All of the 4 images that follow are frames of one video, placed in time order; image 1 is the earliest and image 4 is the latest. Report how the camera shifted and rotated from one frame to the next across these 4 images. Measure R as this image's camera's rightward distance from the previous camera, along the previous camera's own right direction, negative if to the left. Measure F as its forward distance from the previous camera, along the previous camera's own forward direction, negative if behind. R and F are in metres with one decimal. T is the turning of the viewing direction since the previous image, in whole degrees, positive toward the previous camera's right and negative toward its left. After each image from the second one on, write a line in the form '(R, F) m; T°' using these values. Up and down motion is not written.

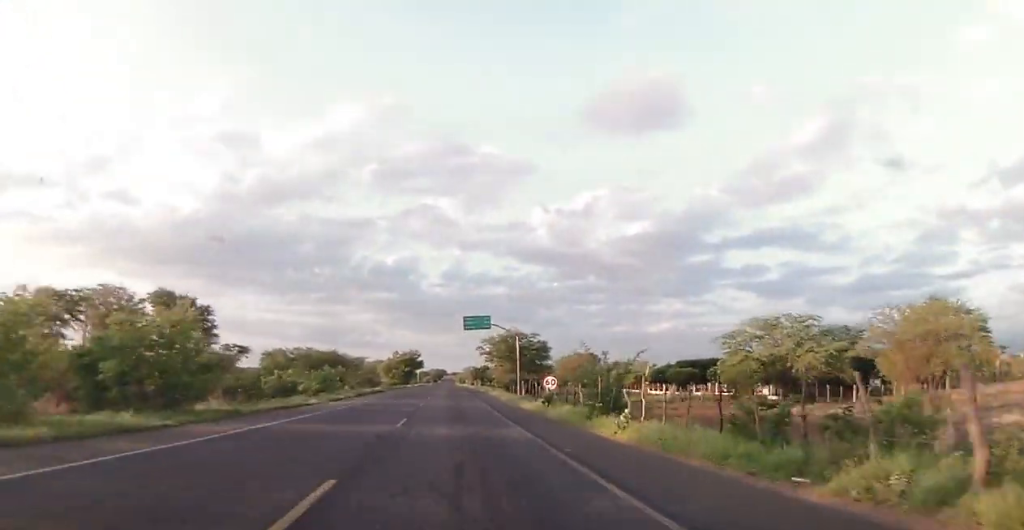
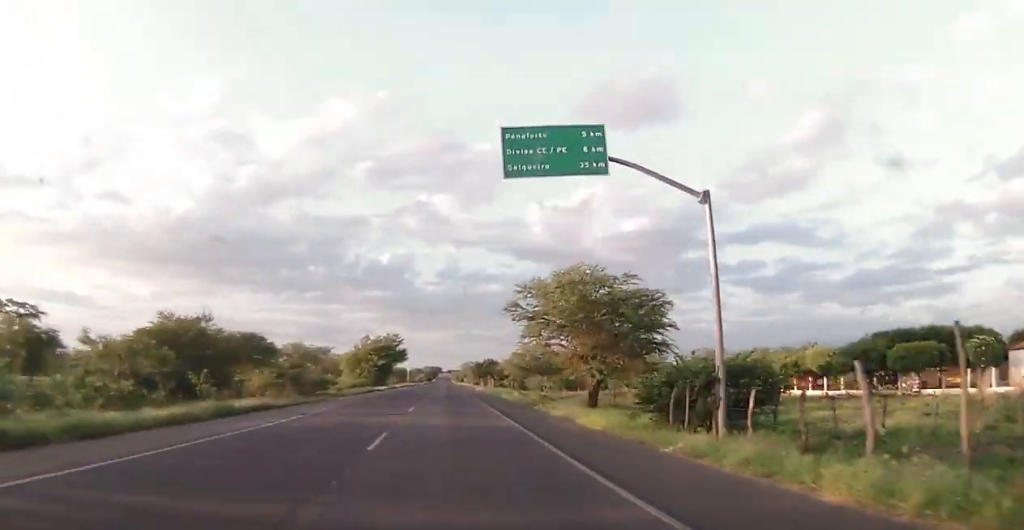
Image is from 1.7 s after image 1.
(-0.4, +48.5) m; -1°
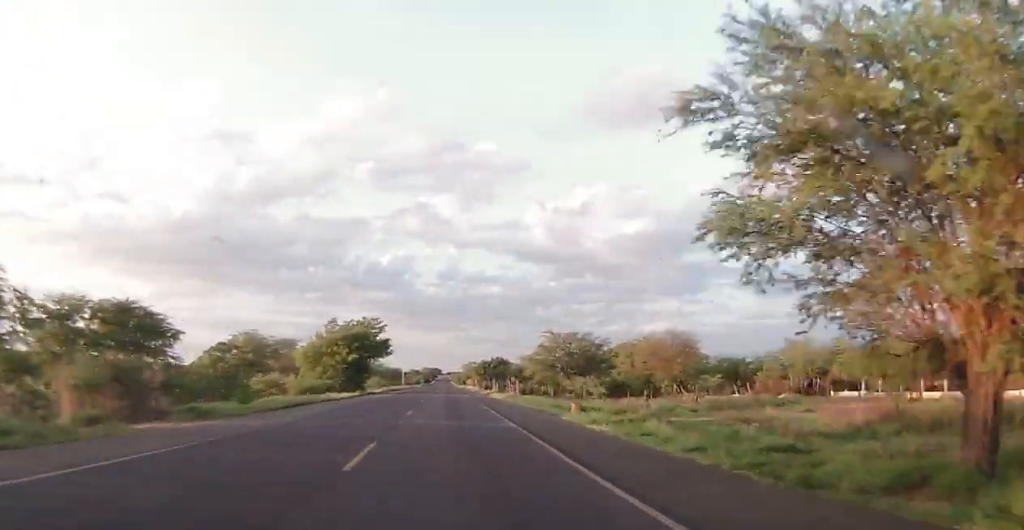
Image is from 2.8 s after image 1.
(-0.2, +30.7) m; 0°
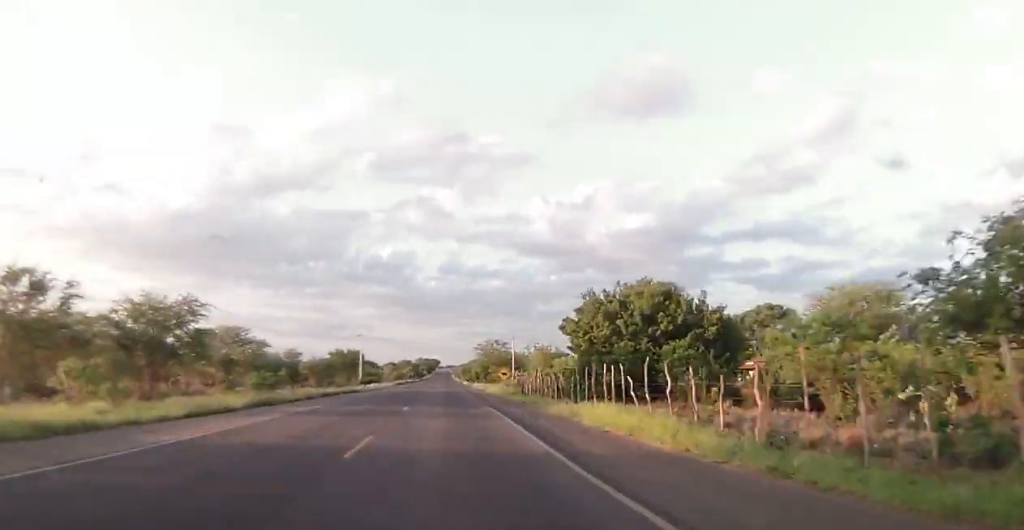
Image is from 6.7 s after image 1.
(+1.2, +114.1) m; +1°
